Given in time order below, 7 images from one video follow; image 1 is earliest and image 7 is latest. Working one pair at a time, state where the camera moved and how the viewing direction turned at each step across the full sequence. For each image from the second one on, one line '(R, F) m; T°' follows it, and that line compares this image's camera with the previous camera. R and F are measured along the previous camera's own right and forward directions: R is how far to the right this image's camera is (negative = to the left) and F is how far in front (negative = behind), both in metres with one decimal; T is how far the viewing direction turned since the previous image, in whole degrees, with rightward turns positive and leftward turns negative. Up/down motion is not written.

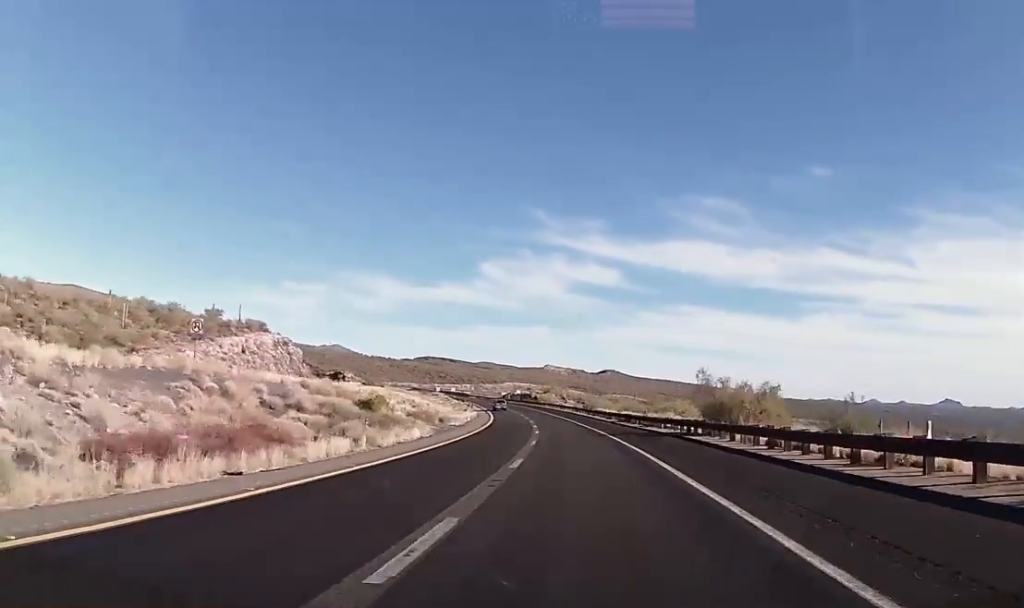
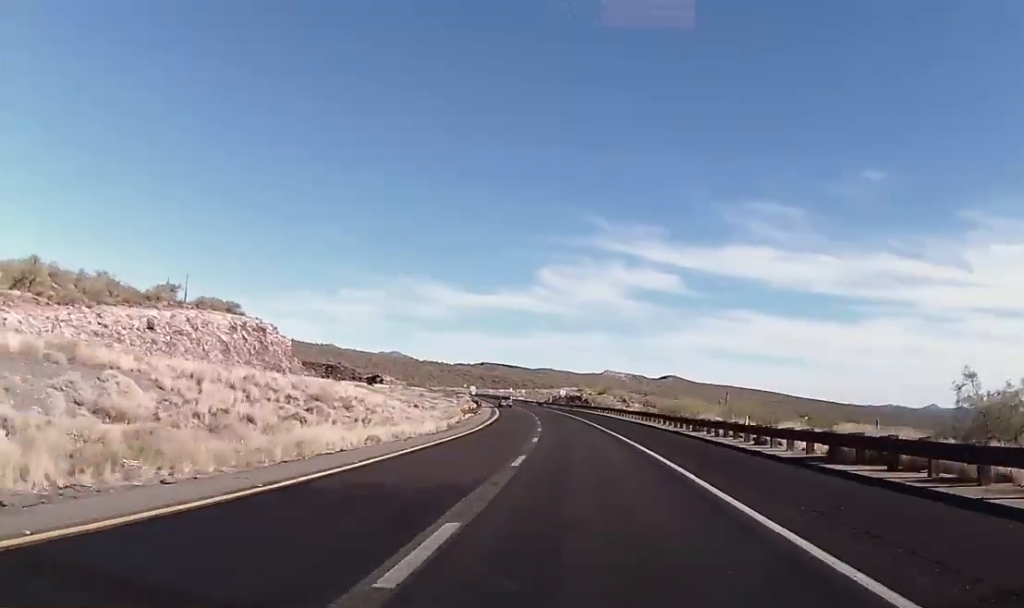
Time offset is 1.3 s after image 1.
(-1.6, +48.5) m; -4°
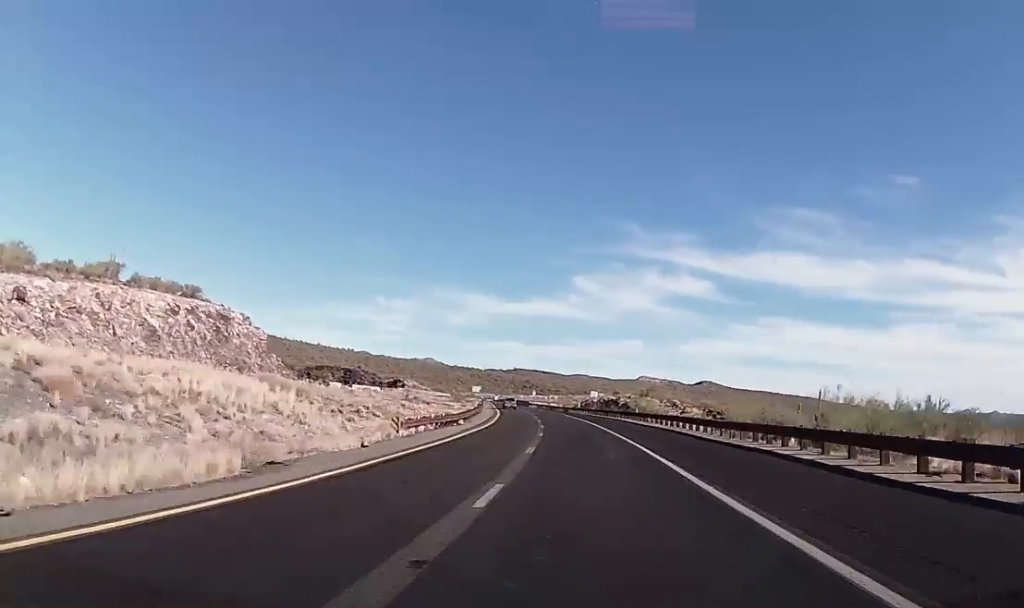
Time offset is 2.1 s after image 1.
(-0.7, +31.1) m; -4°
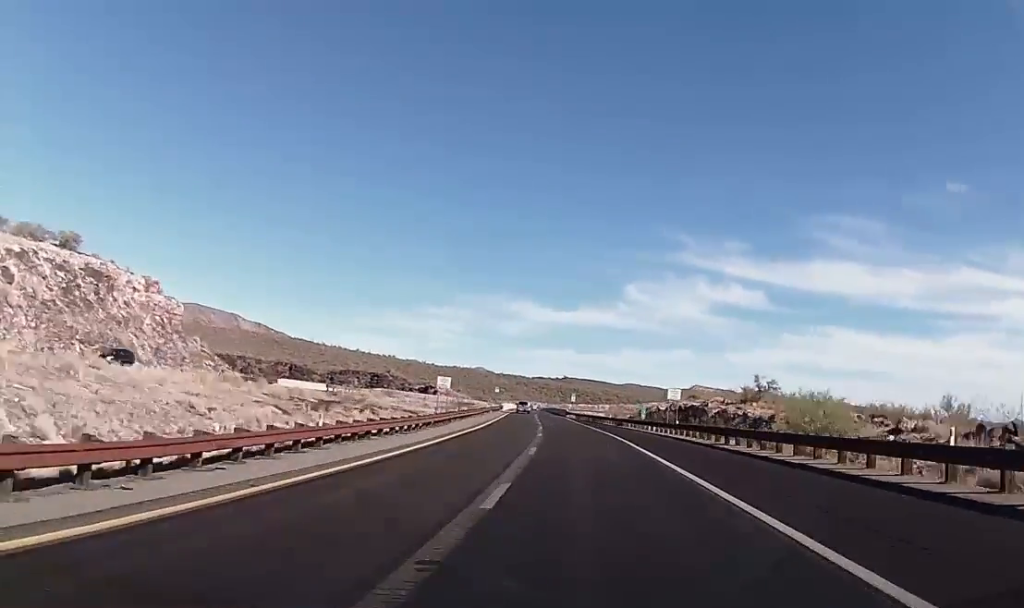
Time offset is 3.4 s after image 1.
(-2.5, +48.5) m; -4°
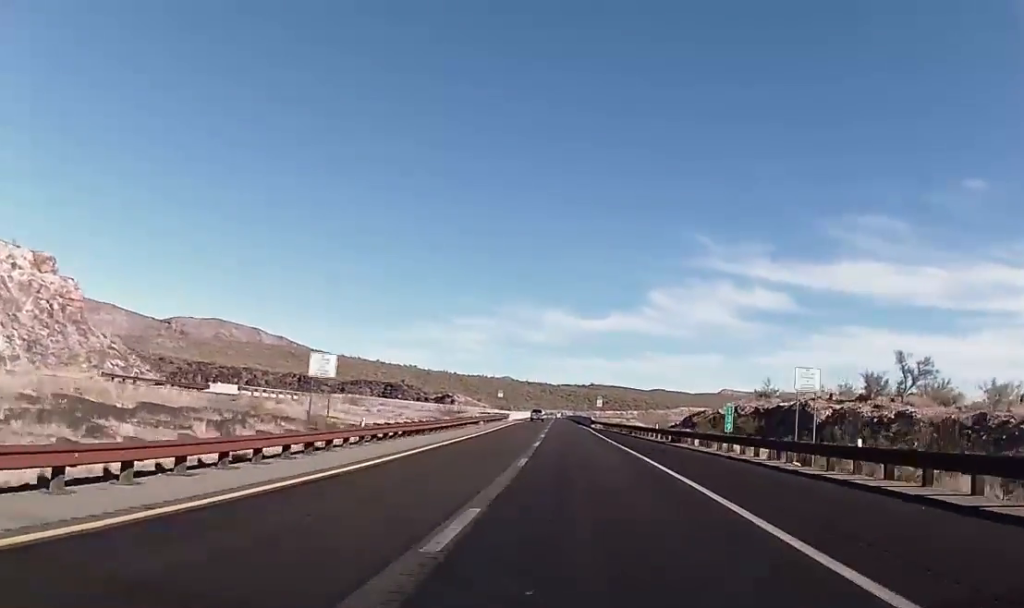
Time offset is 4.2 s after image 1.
(-0.3, +27.4) m; -2°
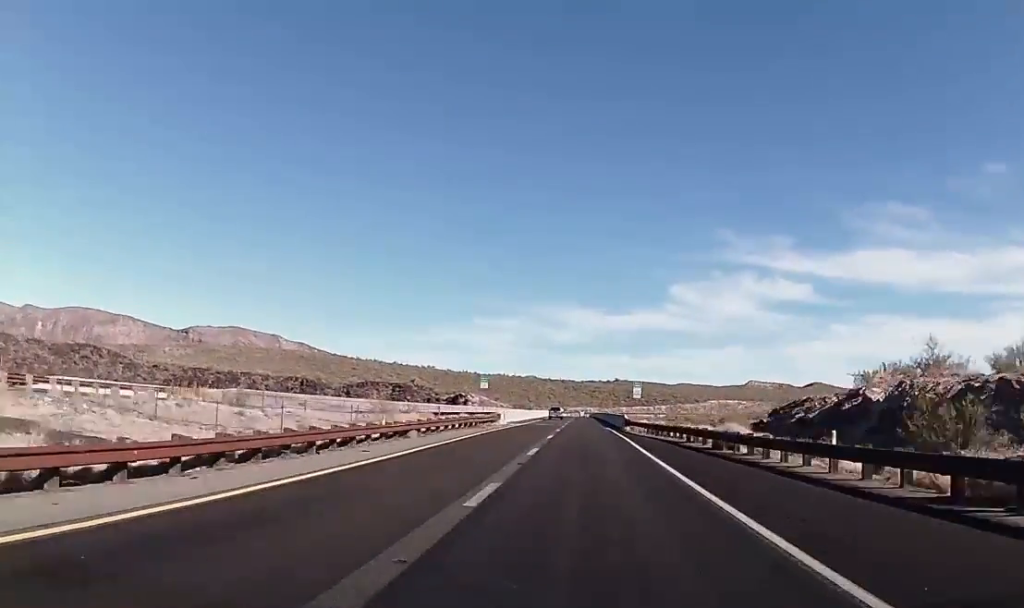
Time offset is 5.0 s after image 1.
(-0.6, +32.4) m; -3°
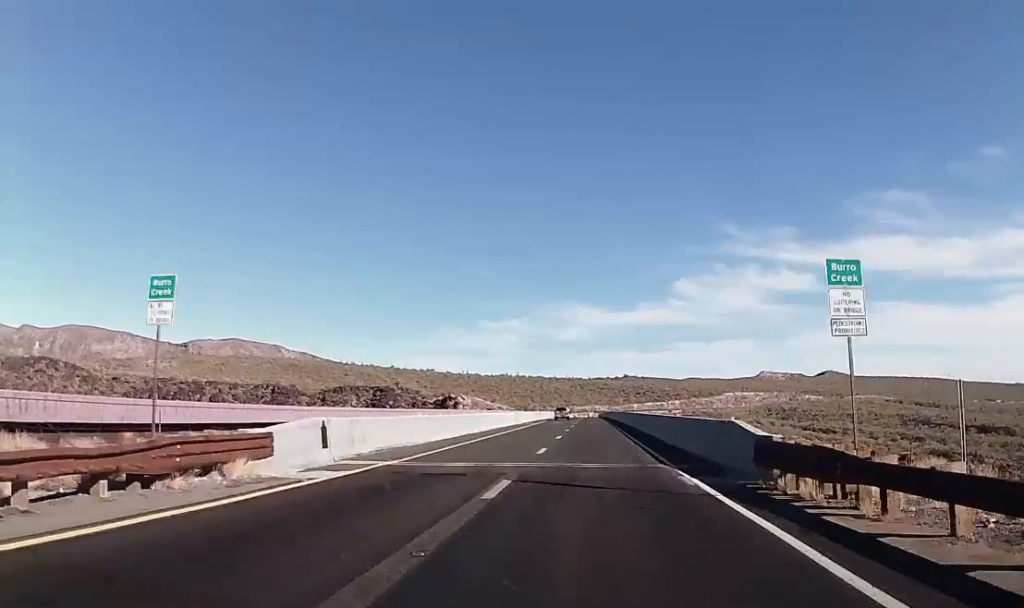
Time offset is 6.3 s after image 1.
(-1.9, +47.5) m; -3°
